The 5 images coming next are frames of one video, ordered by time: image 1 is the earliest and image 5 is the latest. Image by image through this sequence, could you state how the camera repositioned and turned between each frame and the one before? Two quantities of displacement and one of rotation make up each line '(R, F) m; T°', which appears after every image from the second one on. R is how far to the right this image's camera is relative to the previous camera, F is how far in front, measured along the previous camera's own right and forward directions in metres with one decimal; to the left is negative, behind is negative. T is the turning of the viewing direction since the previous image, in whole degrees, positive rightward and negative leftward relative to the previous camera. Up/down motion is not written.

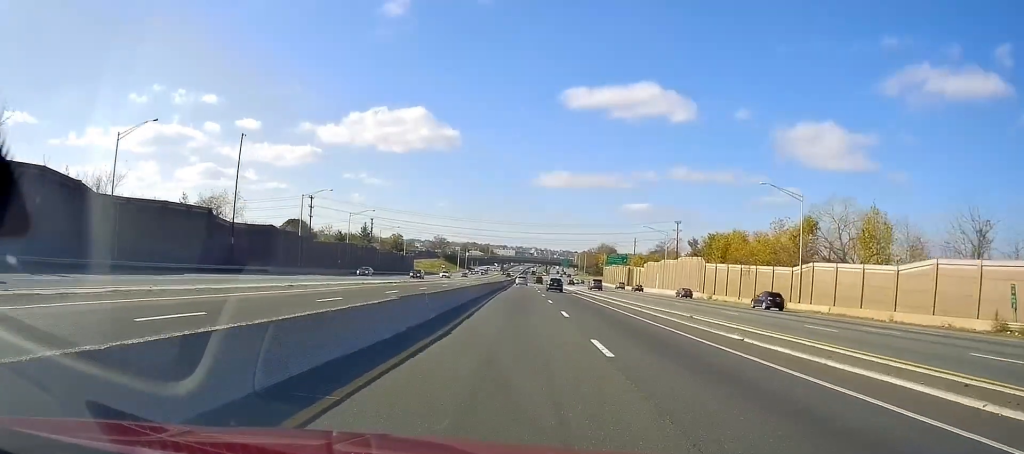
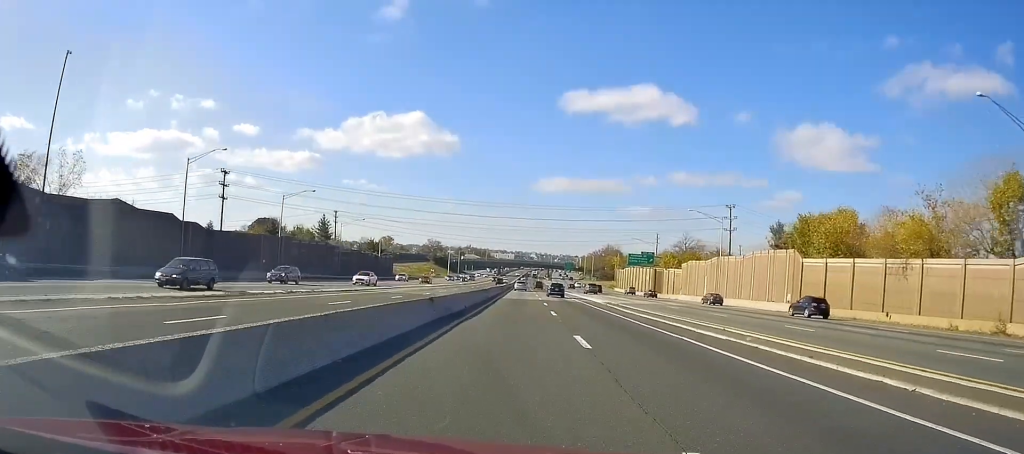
(+0.1, +34.4) m; +1°
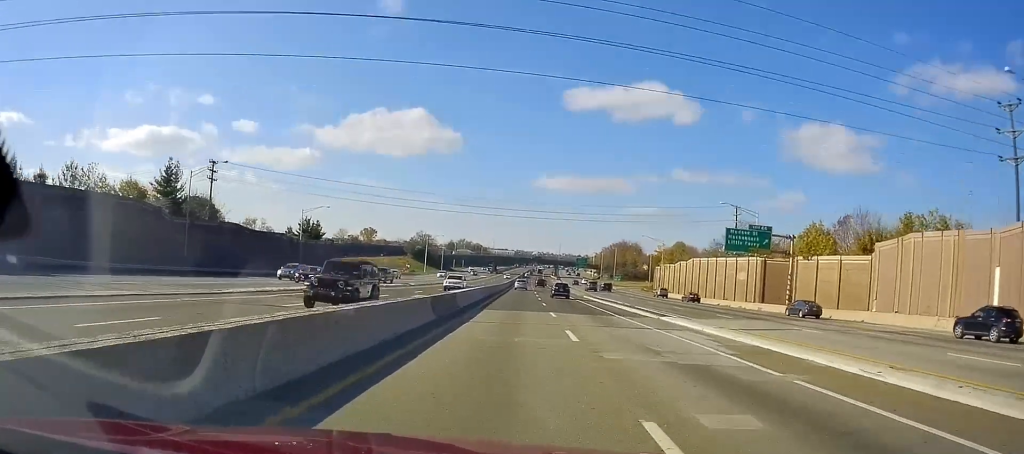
(0.0, +62.0) m; 0°
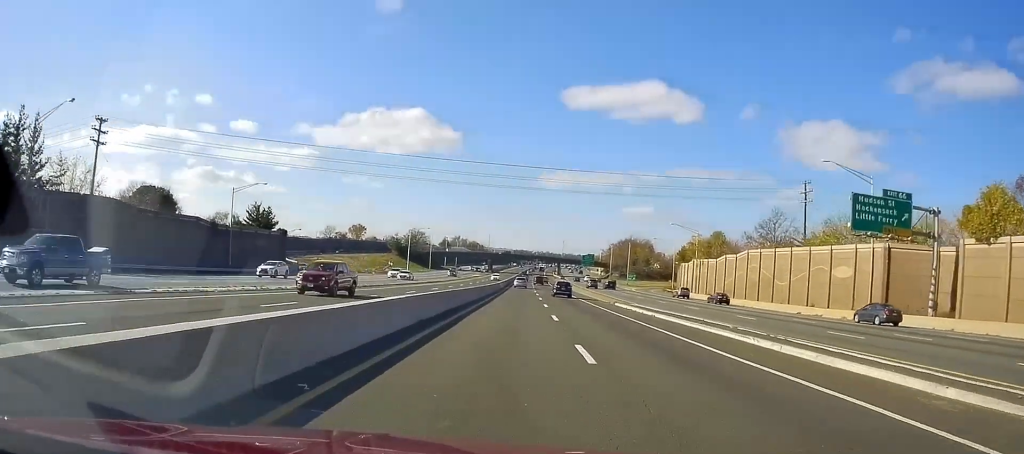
(+0.4, +27.7) m; 0°
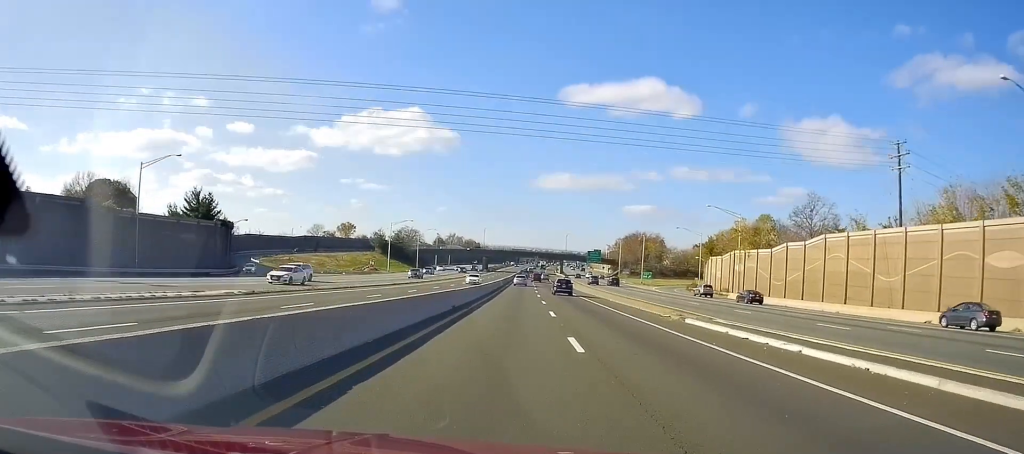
(-0.4, +22.6) m; 0°
